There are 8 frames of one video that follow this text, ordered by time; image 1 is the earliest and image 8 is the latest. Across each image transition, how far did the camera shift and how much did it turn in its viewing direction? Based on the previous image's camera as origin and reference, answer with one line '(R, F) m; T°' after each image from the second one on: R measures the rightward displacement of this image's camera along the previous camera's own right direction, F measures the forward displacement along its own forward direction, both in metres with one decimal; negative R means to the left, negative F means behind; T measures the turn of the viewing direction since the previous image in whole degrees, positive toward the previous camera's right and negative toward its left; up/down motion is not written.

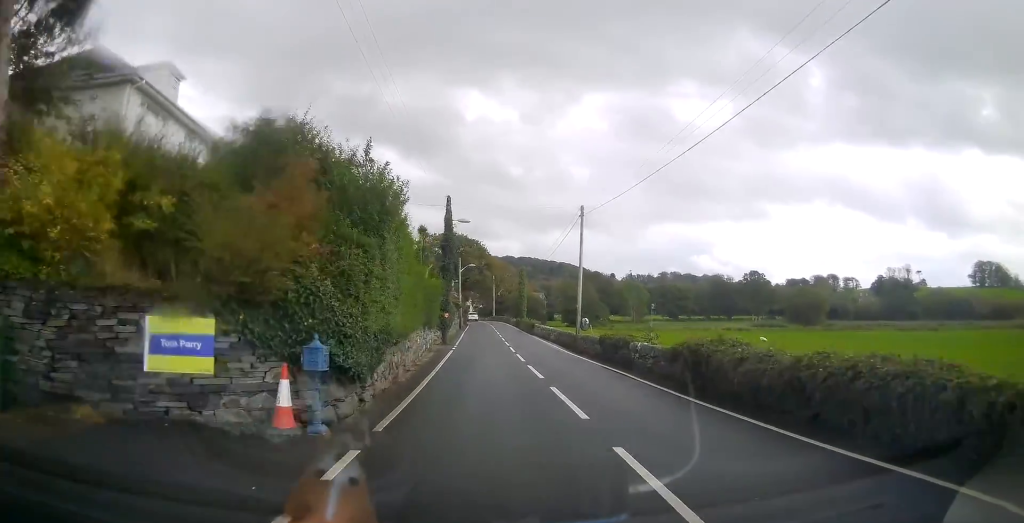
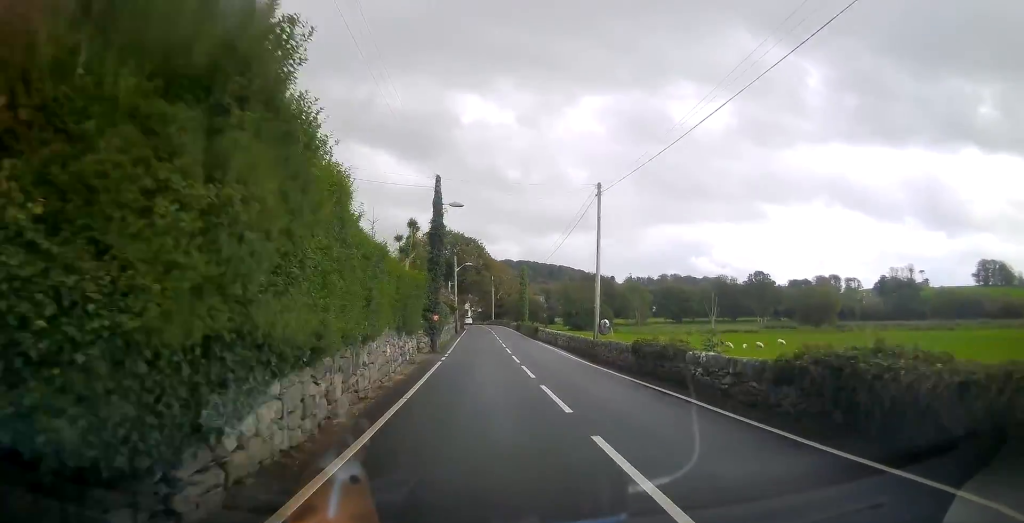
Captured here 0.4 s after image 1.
(-0.1, +5.3) m; -1°
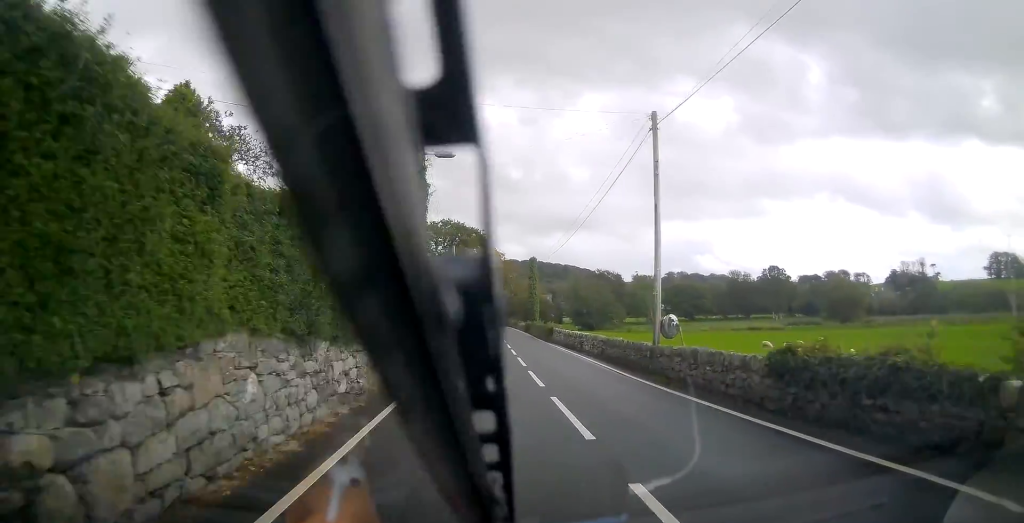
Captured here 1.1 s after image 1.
(-0.2, +8.1) m; 0°
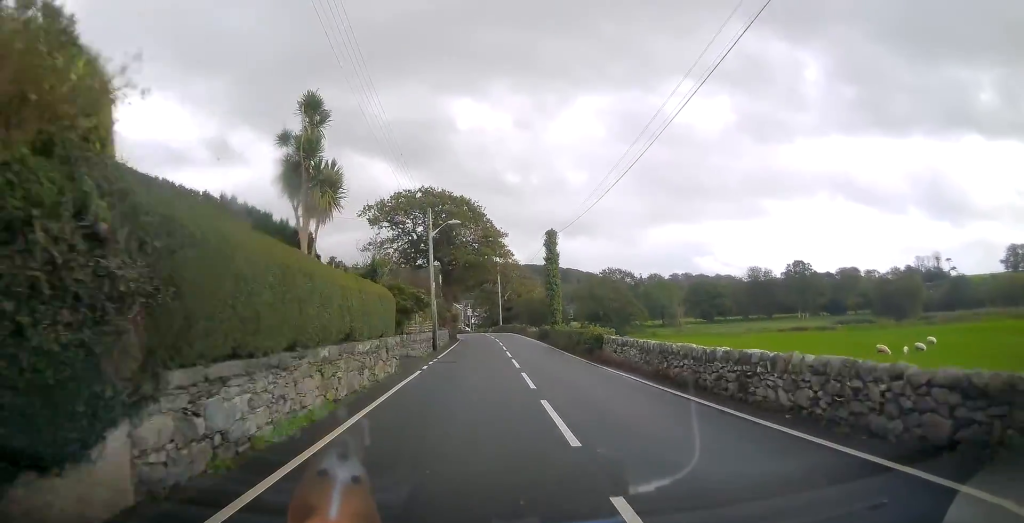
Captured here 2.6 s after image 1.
(+0.2, +18.4) m; +1°
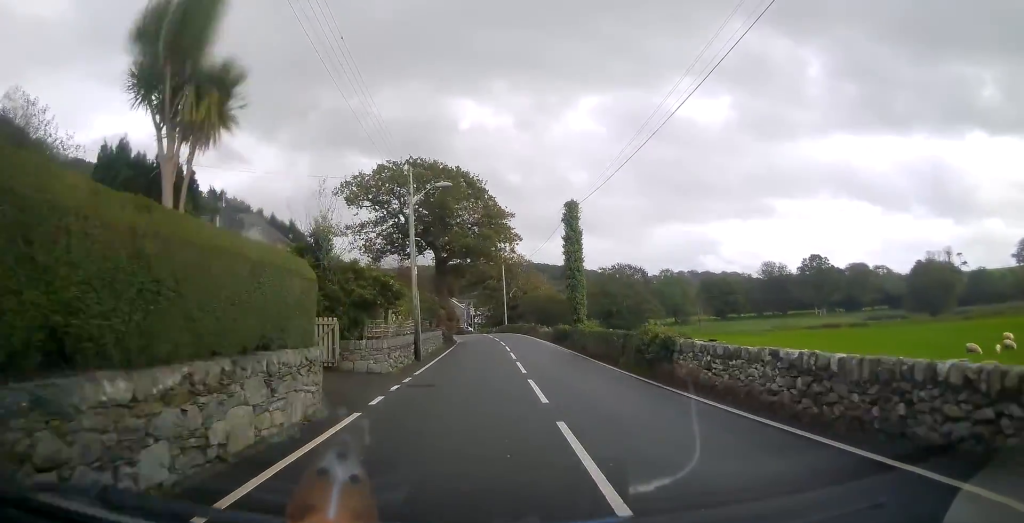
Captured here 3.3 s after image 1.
(0.0, +8.6) m; 0°
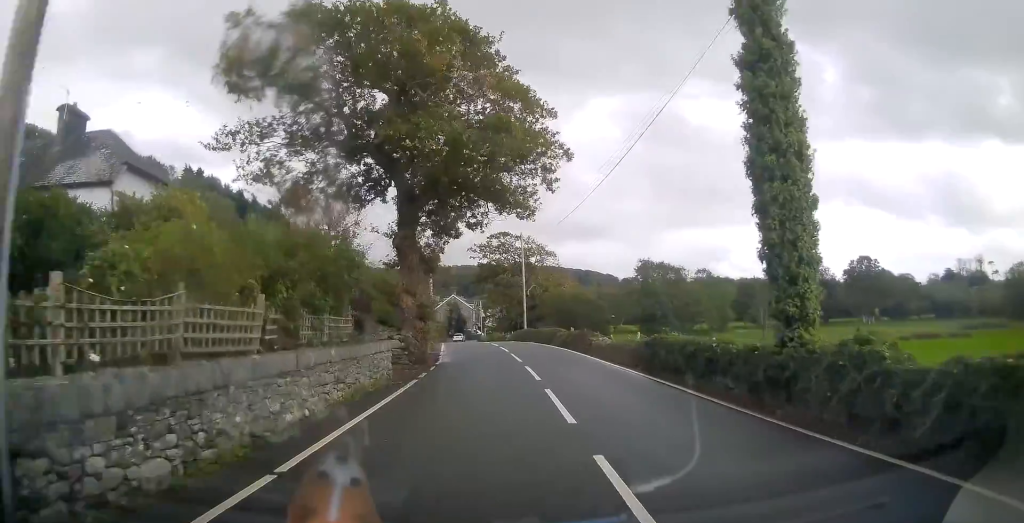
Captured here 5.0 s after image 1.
(-0.3, +20.4) m; -1°
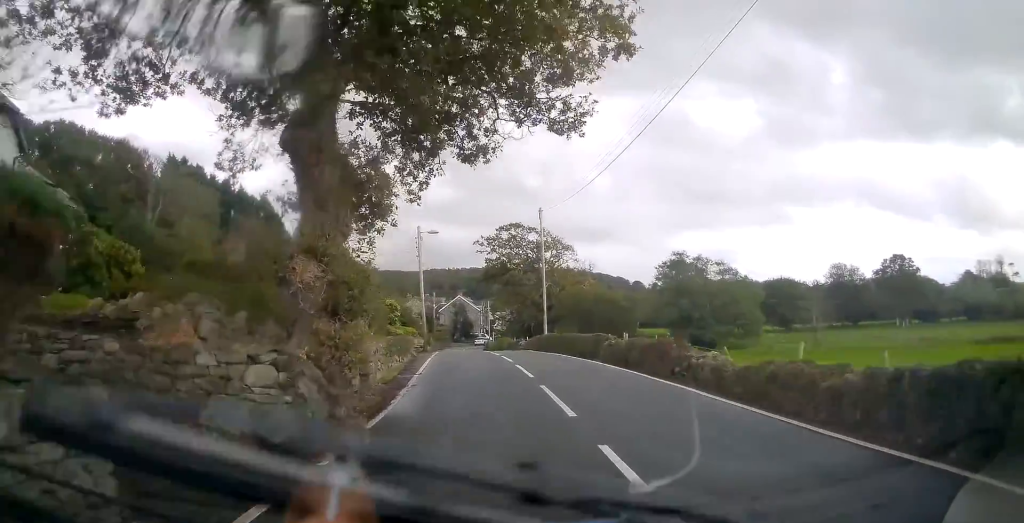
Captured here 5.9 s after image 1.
(0.0, +11.8) m; -1°
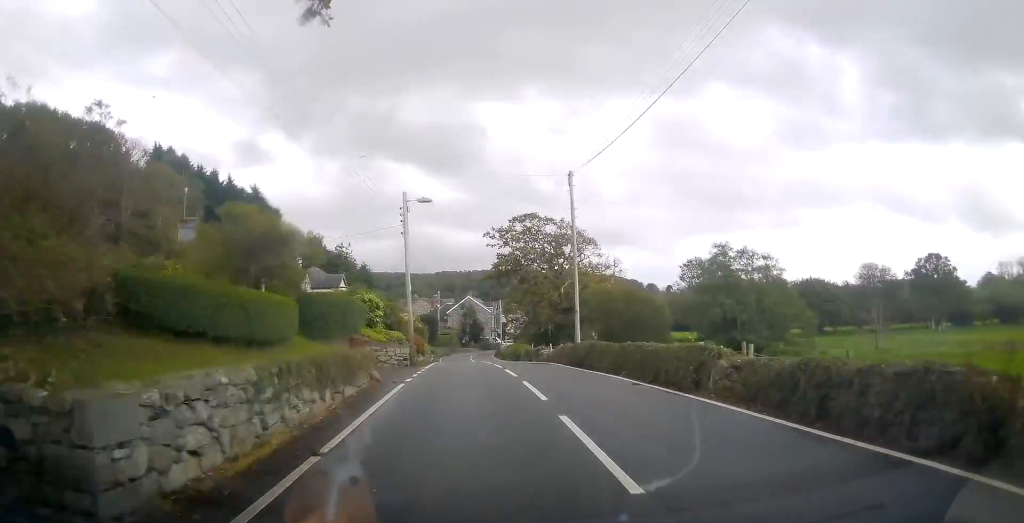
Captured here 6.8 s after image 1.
(-0.1, +10.1) m; -1°
